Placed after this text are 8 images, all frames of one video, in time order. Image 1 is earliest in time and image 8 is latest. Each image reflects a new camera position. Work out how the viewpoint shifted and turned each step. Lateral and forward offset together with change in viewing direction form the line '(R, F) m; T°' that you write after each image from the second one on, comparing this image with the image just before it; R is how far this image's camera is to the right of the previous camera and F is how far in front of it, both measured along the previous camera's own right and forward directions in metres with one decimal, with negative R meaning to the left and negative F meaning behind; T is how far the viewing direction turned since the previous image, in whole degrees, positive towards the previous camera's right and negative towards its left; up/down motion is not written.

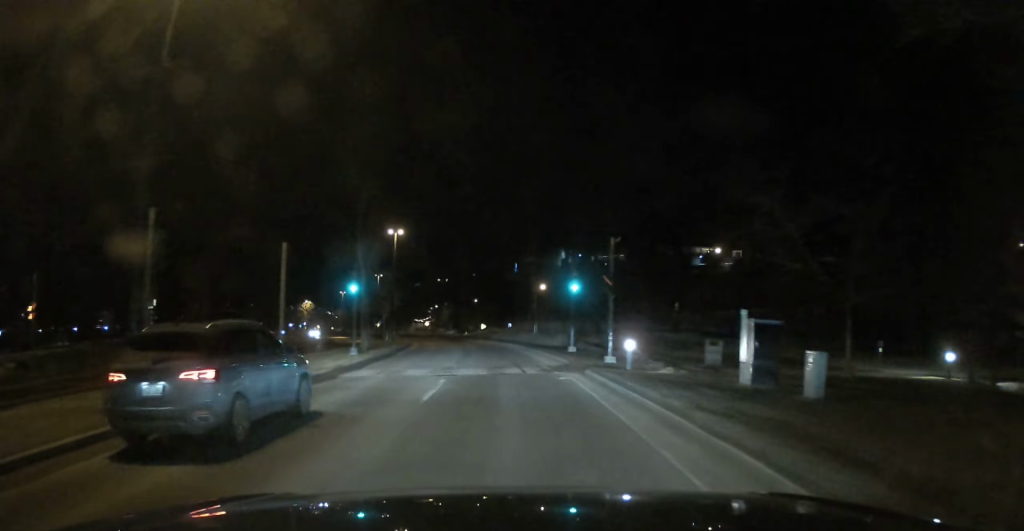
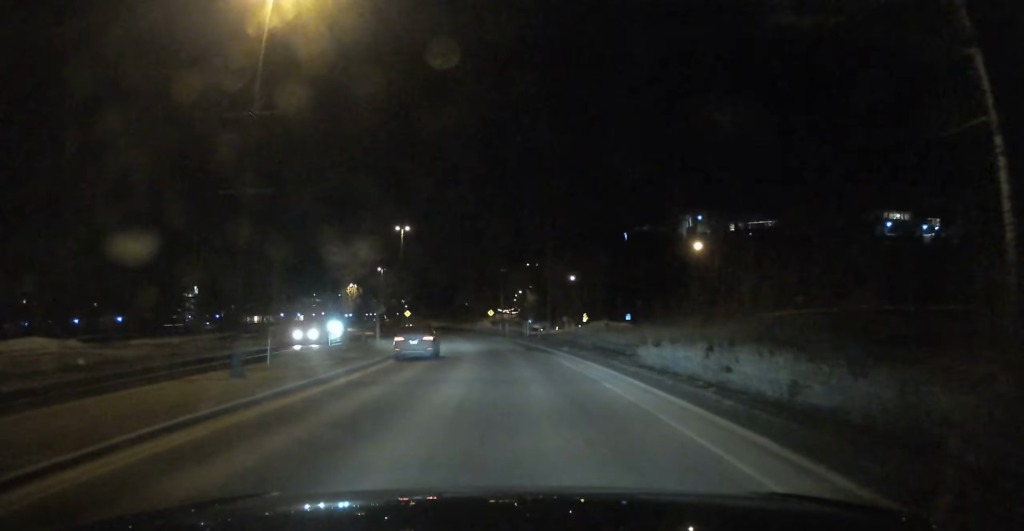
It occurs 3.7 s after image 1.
(-4.6, +56.4) m; -8°
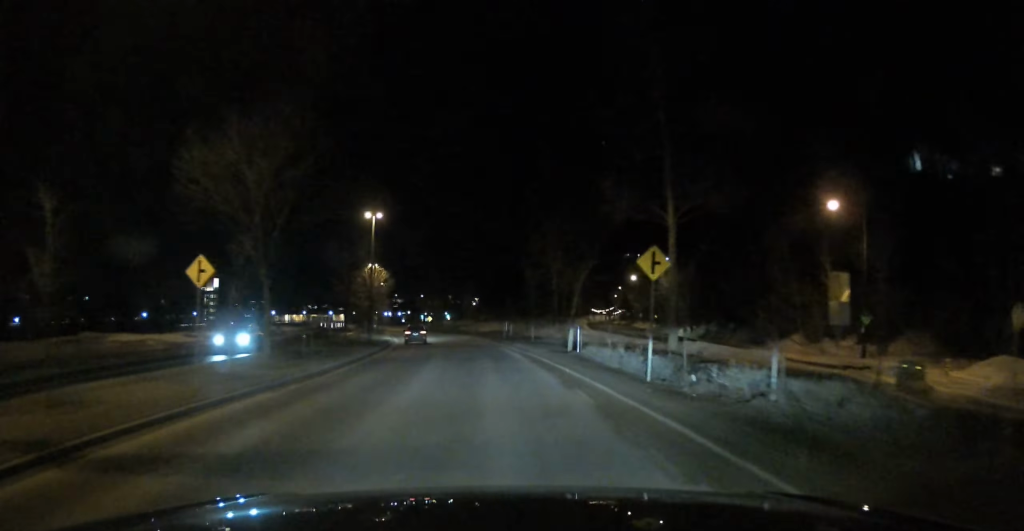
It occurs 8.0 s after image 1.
(-5.2, +69.3) m; -9°
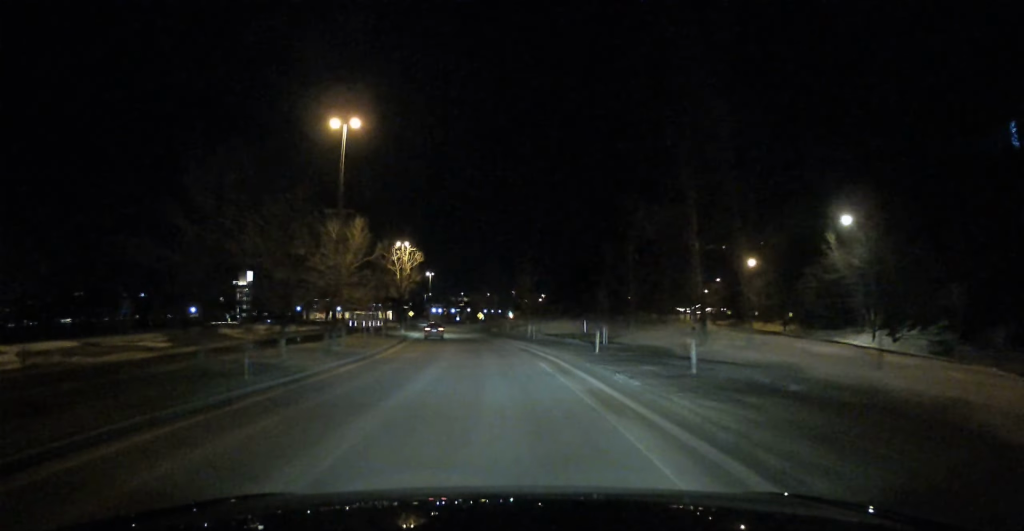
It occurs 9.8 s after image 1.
(-0.7, +30.5) m; -4°
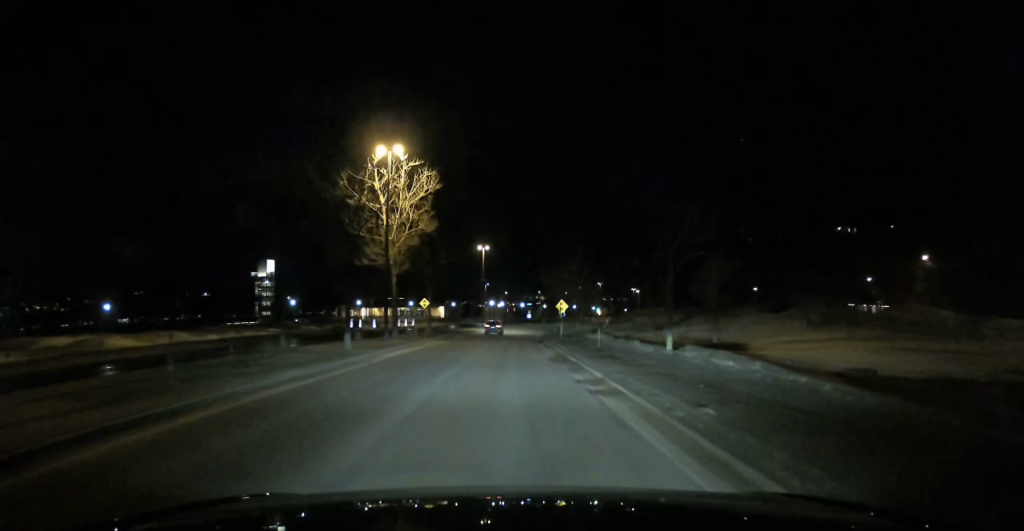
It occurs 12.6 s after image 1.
(-2.8, +49.2) m; -4°
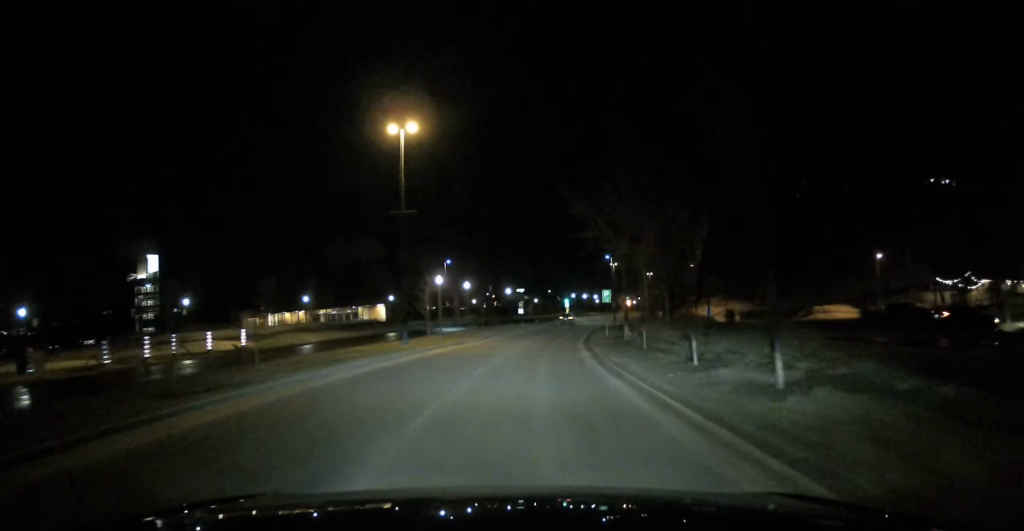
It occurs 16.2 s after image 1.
(-0.8, +62.0) m; +2°
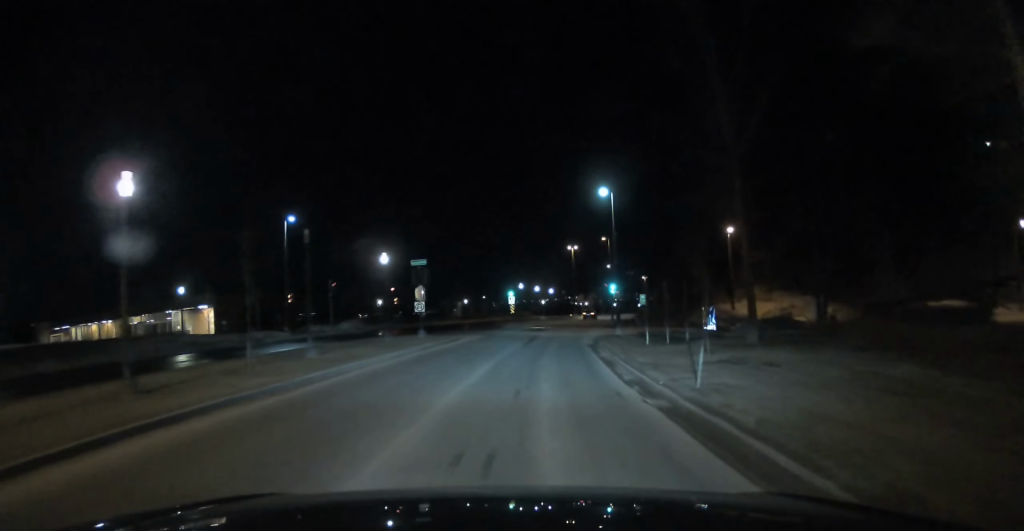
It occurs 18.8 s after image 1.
(+1.1, +44.7) m; +5°
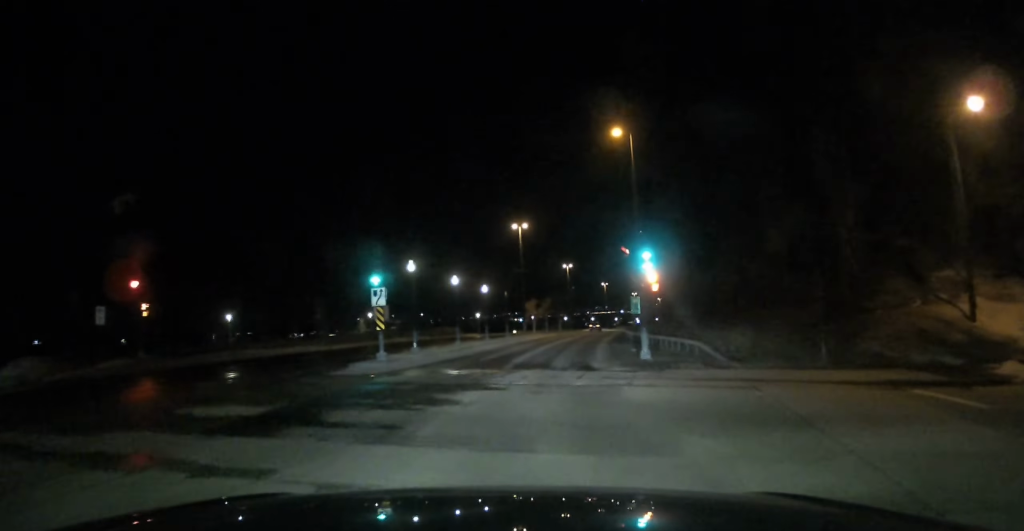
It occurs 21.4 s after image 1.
(+1.9, +41.5) m; +6°
